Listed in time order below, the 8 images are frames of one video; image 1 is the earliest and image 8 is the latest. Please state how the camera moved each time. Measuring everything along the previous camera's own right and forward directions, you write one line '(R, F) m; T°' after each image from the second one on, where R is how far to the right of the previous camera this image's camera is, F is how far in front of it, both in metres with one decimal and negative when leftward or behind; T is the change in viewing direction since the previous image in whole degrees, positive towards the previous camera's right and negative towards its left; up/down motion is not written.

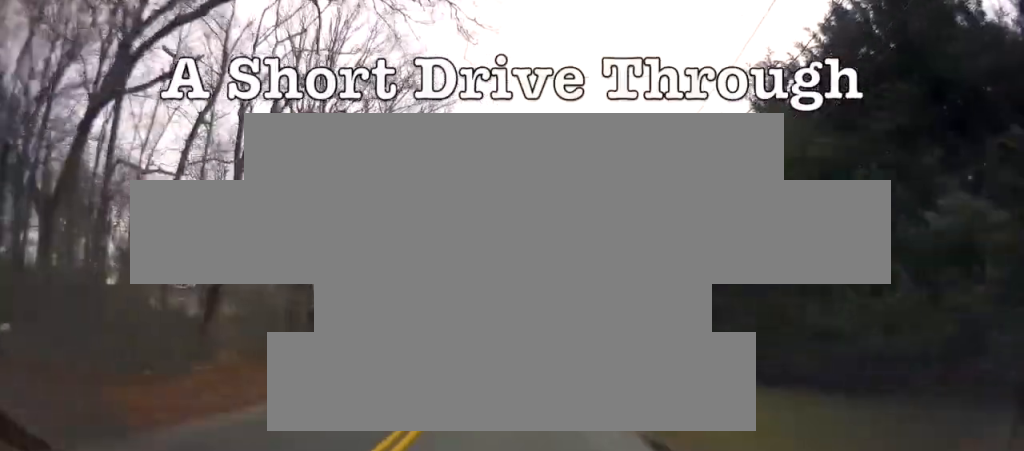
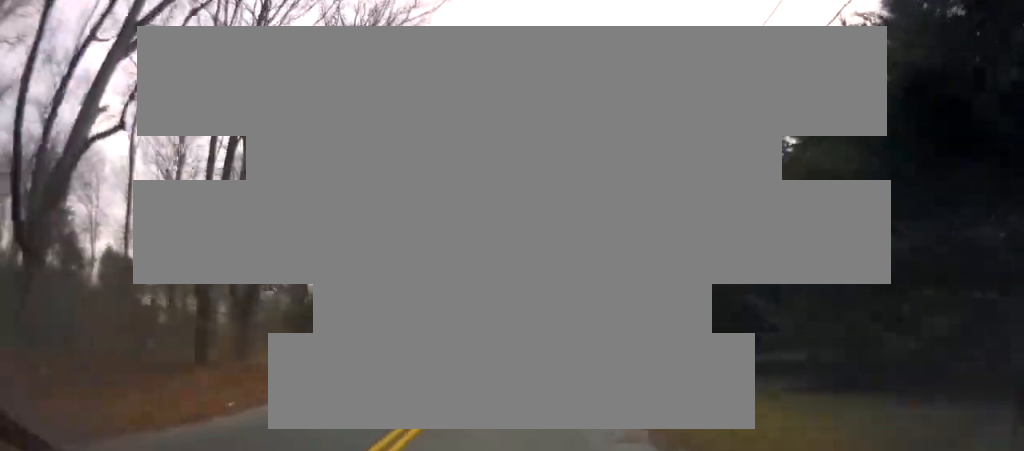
(0.0, +9.6) m; 0°
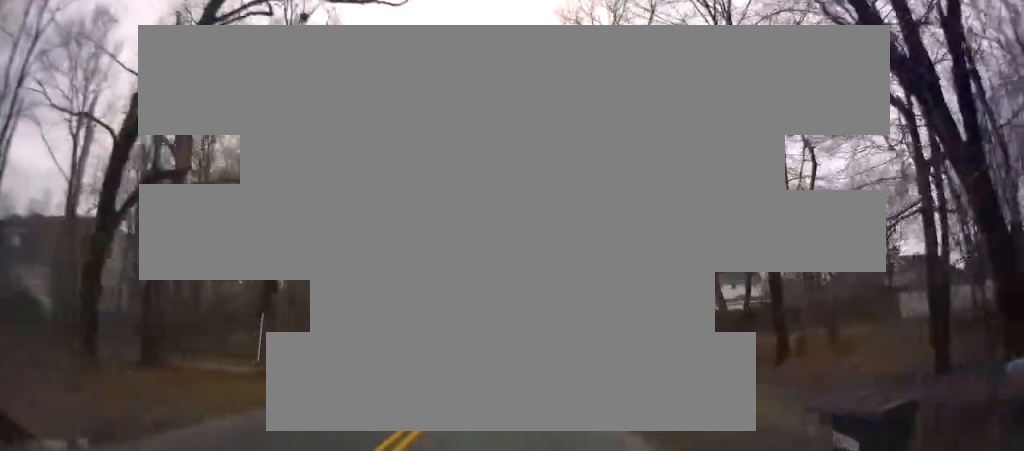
(-0.3, +30.2) m; -3°
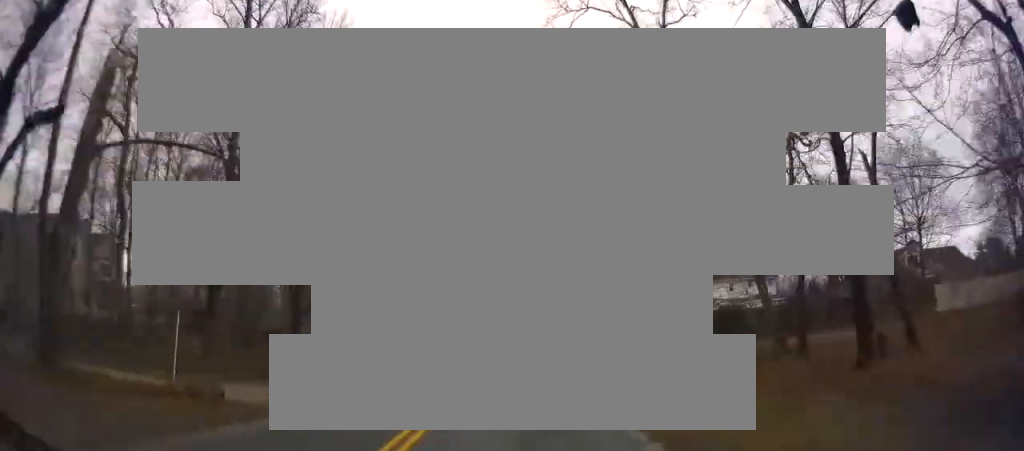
(-0.1, +5.0) m; -1°
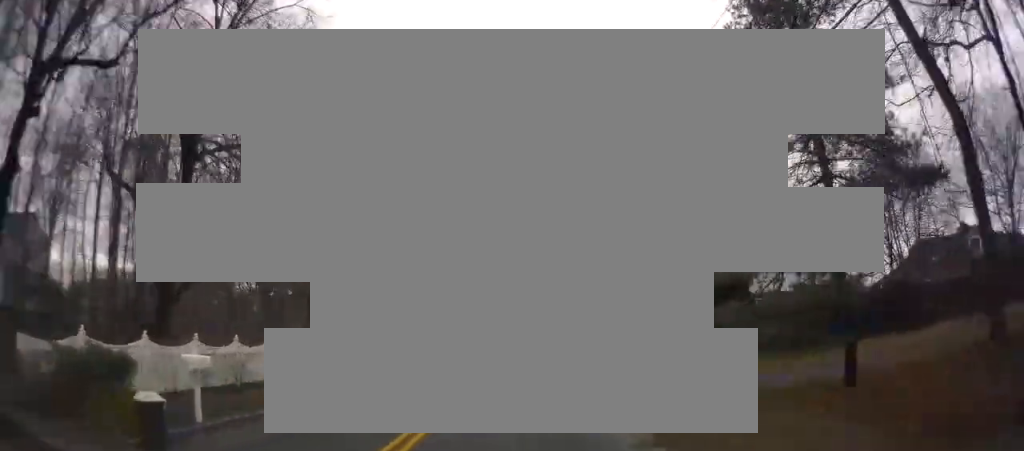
(-0.1, +11.8) m; -1°
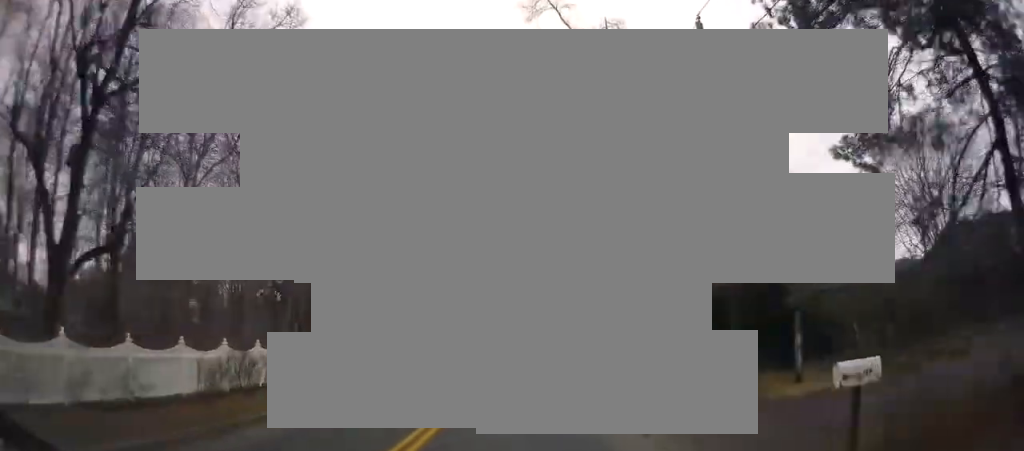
(-0.1, +5.4) m; 0°
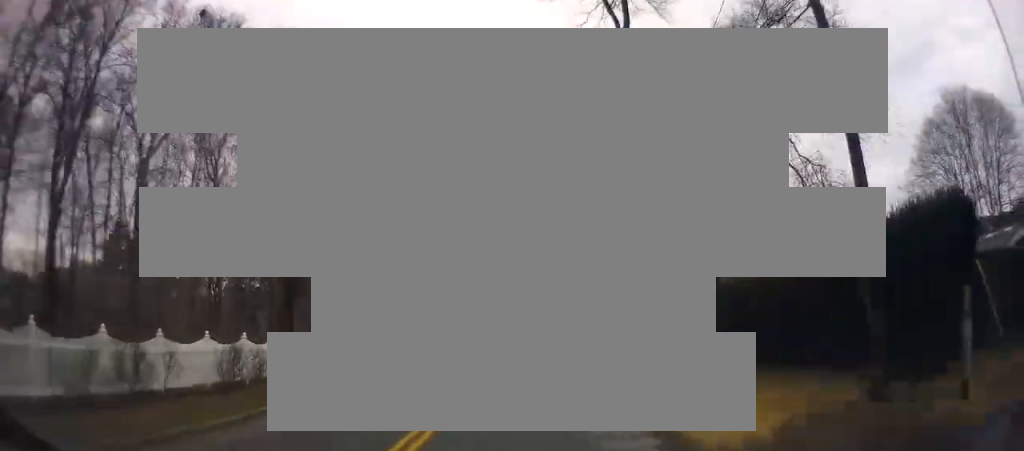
(0.0, +5.8) m; +1°
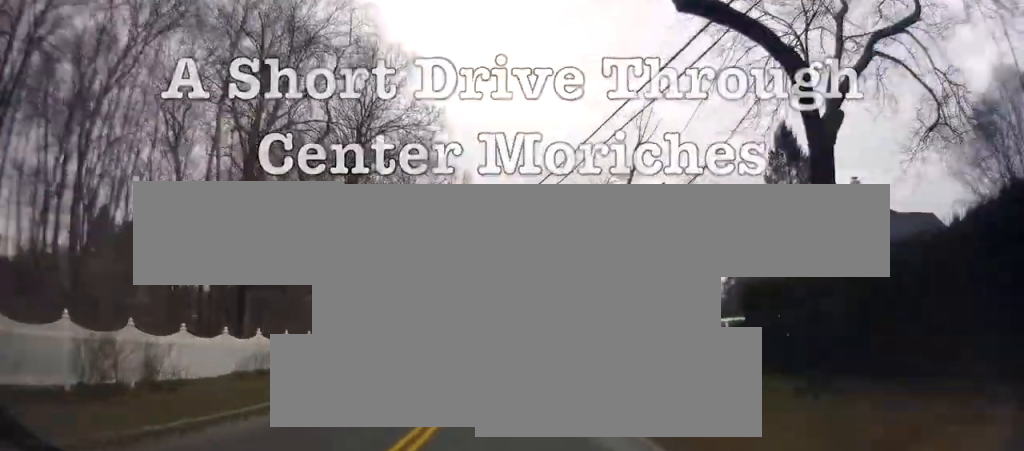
(+0.1, +6.2) m; +1°
